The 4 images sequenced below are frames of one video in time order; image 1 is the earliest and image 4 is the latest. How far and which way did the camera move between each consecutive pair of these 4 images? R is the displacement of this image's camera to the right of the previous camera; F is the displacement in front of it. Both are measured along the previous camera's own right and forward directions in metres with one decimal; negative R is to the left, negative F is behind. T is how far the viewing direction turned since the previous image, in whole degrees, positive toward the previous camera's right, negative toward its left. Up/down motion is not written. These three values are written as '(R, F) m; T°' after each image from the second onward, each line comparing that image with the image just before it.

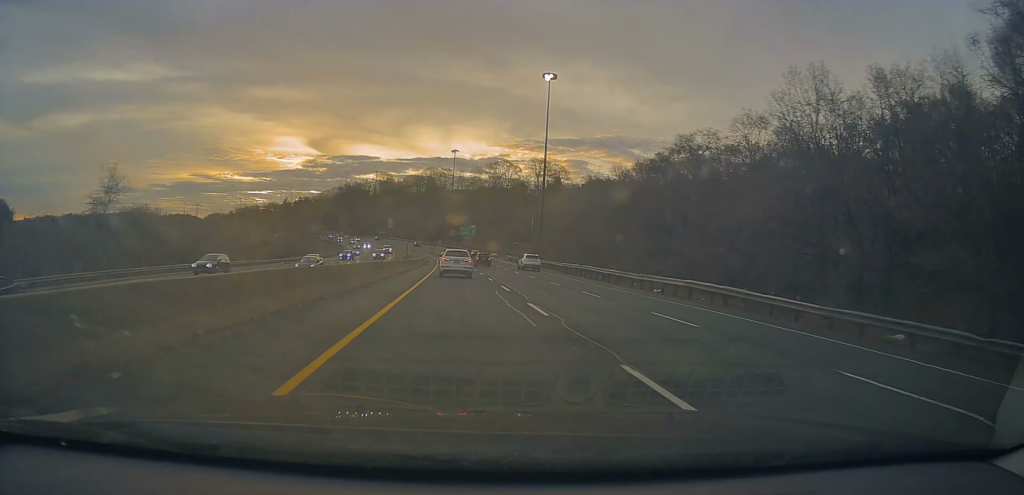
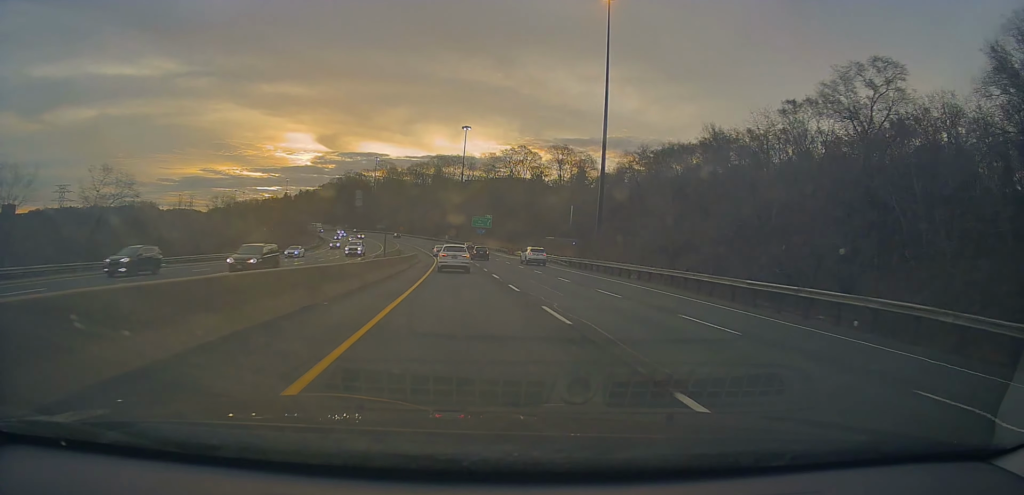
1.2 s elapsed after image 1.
(+0.5, +36.4) m; 0°
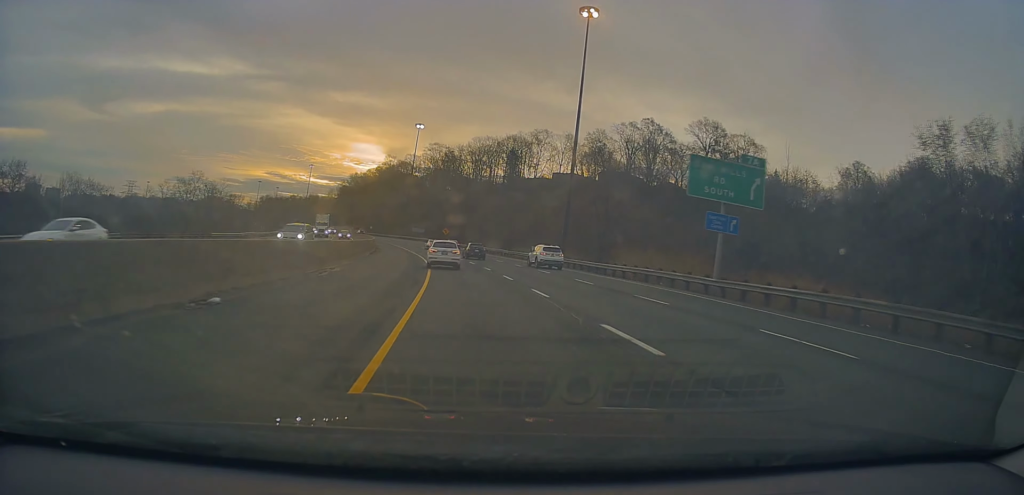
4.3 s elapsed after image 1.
(-4.4, +98.5) m; -6°
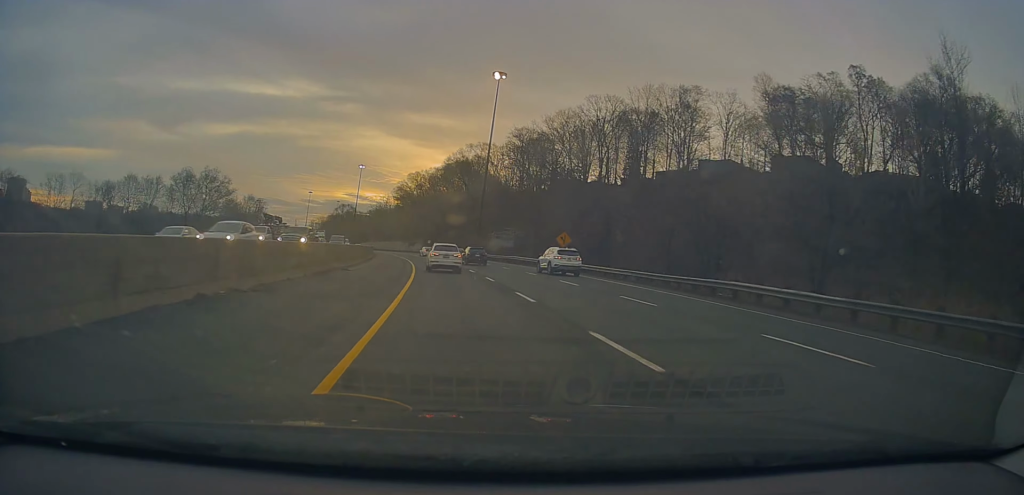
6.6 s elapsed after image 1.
(-4.9, +68.8) m; -9°
